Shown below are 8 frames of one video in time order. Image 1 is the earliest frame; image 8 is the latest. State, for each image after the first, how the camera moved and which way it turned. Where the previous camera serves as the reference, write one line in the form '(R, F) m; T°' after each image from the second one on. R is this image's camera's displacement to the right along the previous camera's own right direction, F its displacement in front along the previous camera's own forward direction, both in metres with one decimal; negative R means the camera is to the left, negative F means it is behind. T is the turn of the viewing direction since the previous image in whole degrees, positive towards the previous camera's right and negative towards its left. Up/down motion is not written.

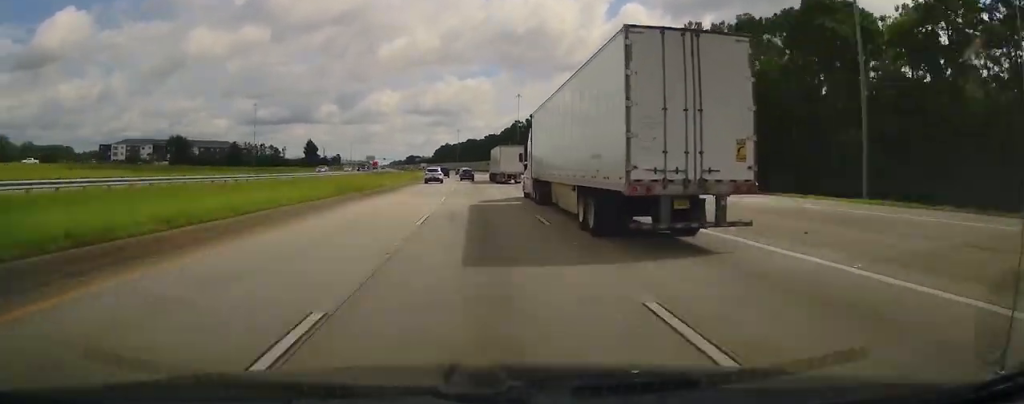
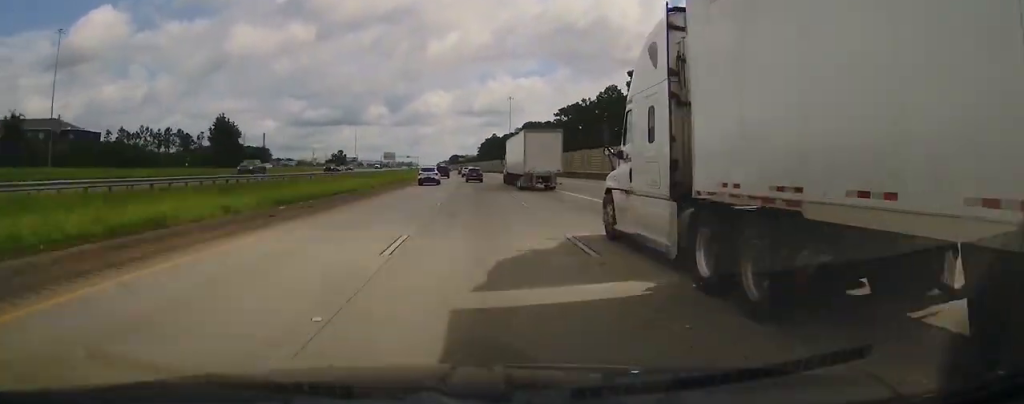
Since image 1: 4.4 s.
(-5.2, +148.2) m; -4°
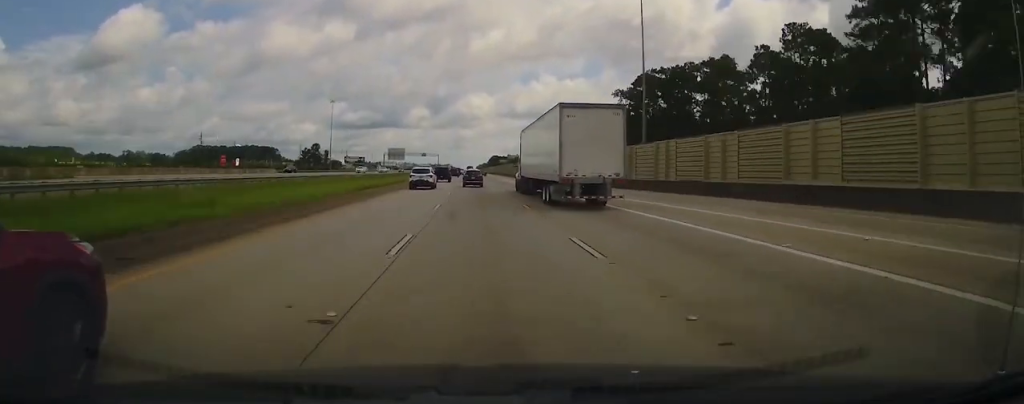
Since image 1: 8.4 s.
(-5.0, +130.4) m; -3°
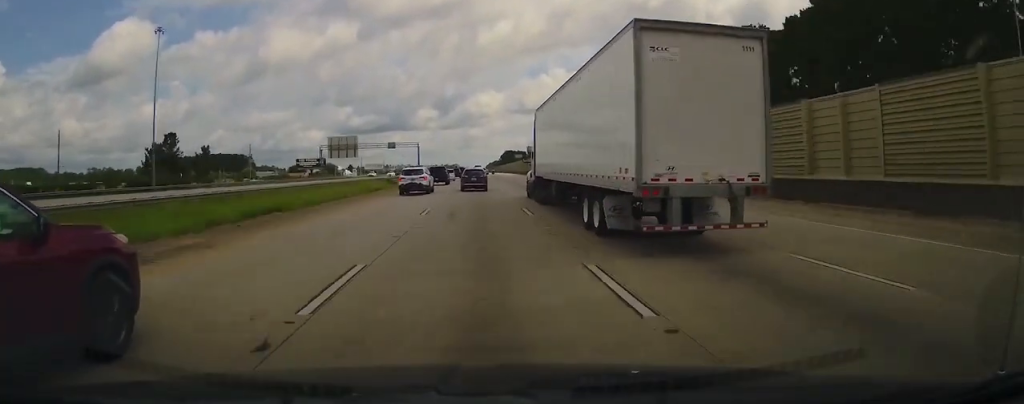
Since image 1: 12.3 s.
(-2.7, +121.5) m; -1°
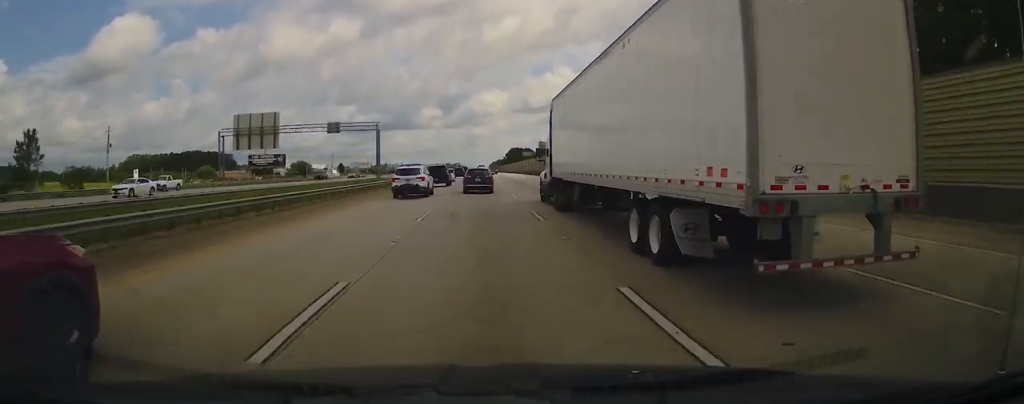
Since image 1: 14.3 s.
(+0.2, +60.4) m; 0°
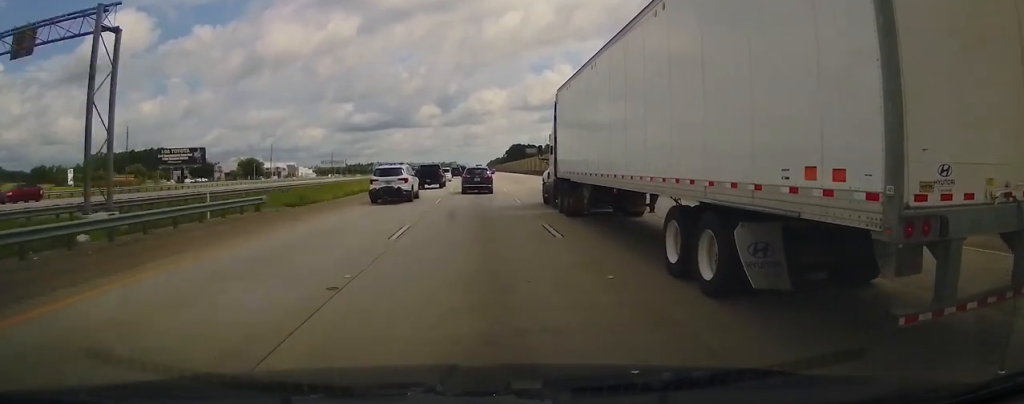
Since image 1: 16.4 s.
(+0.7, +63.5) m; 0°
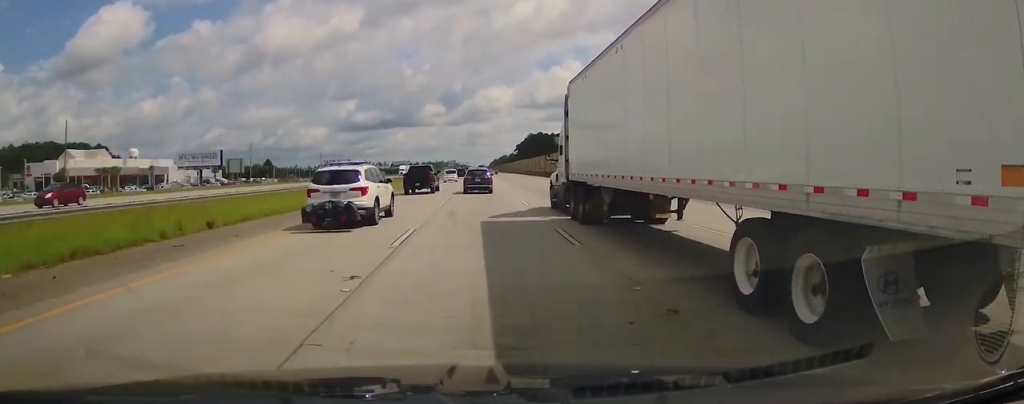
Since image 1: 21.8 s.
(-1.5, +149.0) m; -1°
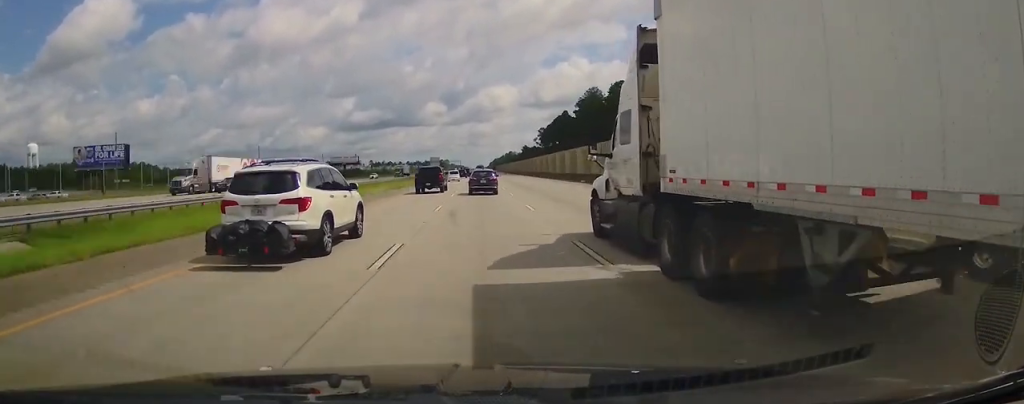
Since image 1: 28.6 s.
(+0.9, +166.4) m; +1°
